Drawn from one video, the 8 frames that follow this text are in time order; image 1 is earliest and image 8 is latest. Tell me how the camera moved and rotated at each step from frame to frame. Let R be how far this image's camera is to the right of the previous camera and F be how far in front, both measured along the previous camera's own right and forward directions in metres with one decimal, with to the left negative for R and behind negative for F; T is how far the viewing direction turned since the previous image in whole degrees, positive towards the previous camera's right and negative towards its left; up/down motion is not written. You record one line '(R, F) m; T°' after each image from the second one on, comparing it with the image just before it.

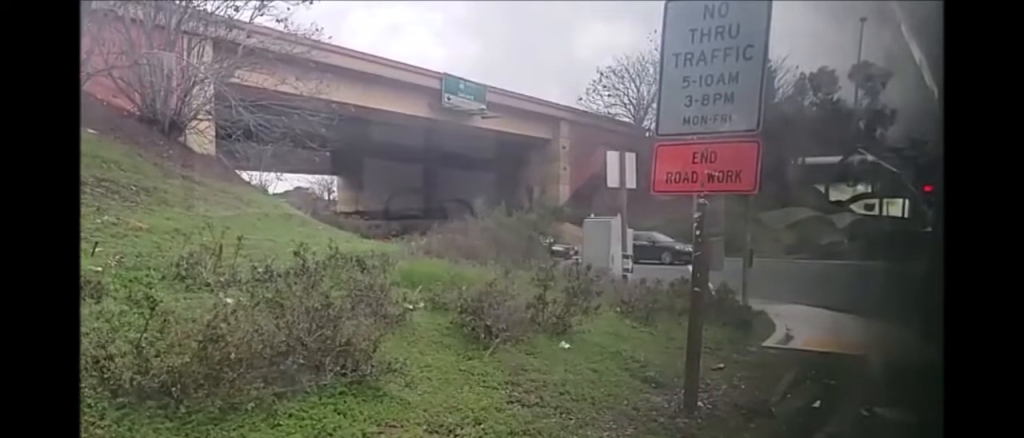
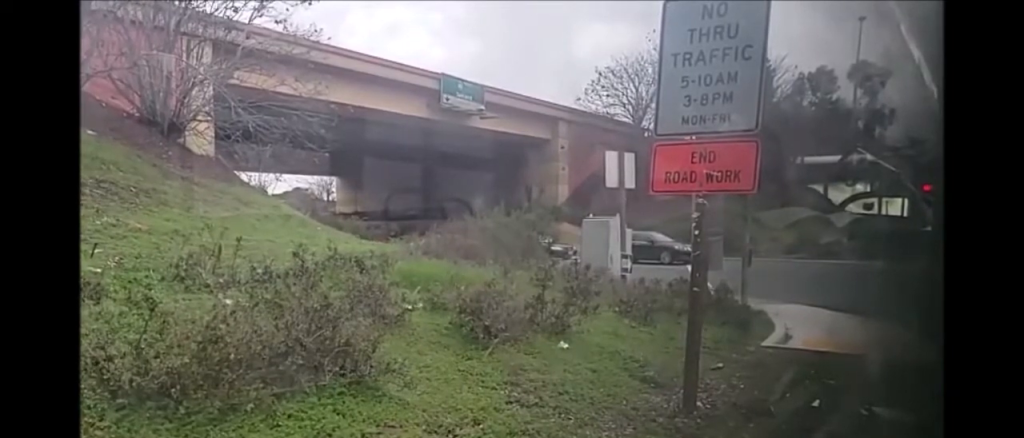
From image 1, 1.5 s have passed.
(0.0, 0.0) m; 0°
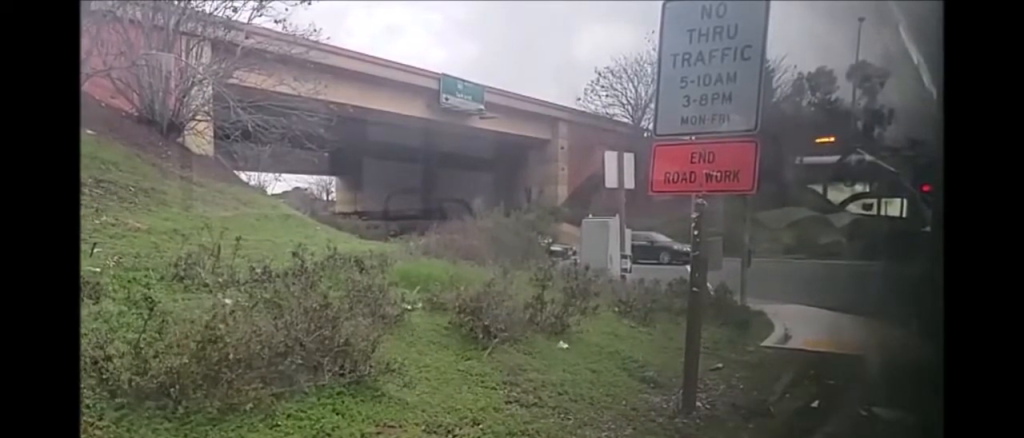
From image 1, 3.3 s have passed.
(0.0, 0.0) m; 0°
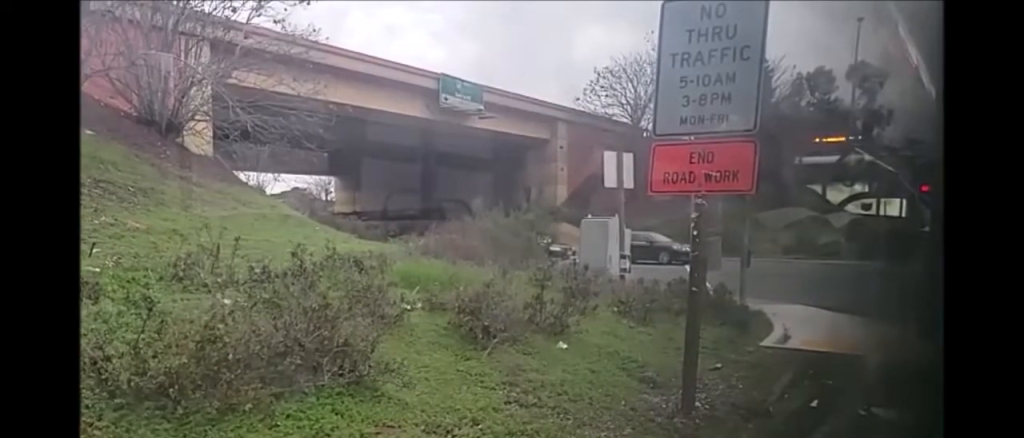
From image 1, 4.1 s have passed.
(0.0, 0.0) m; 0°
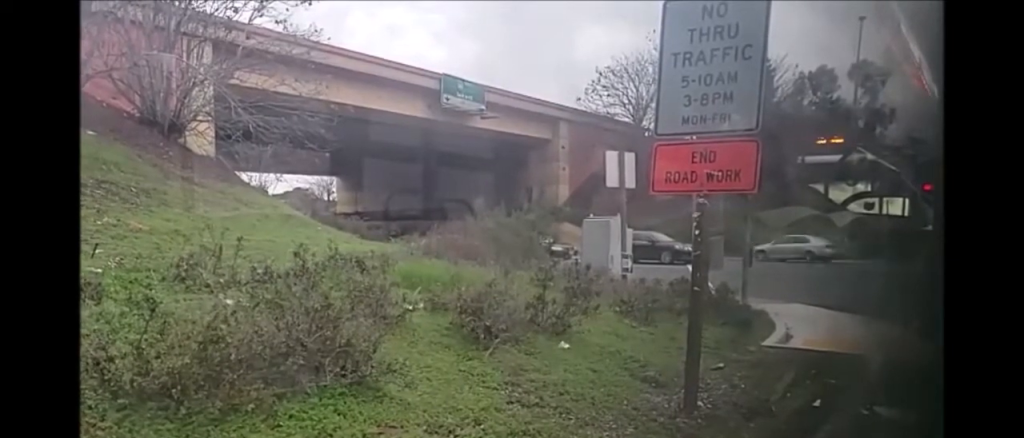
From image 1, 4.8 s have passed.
(0.0, 0.0) m; 0°
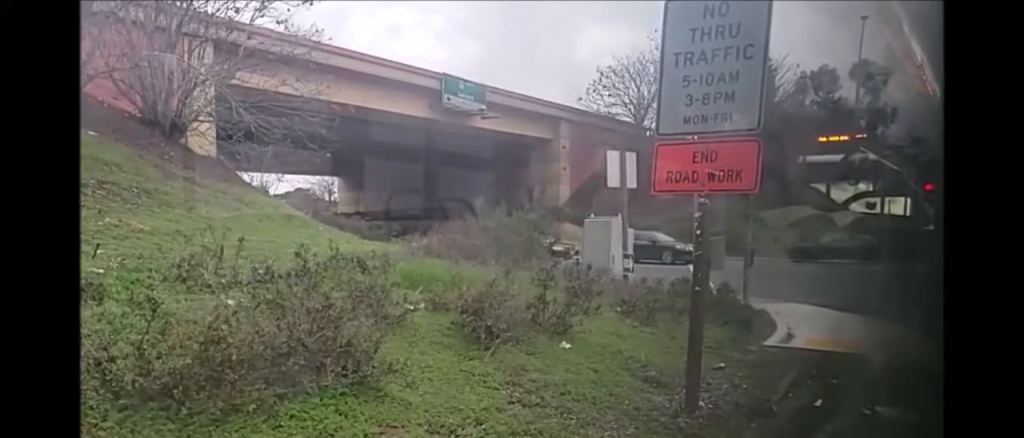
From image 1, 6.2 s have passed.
(0.0, 0.0) m; 0°
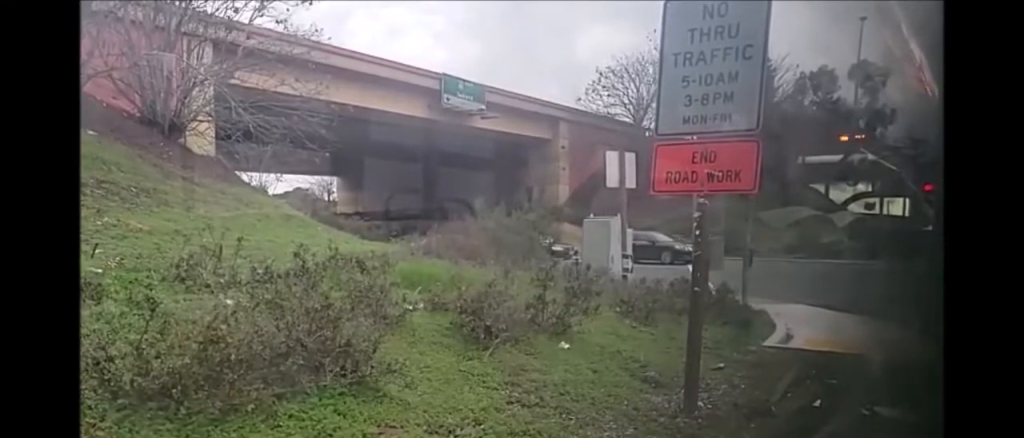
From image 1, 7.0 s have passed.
(0.0, 0.0) m; 0°
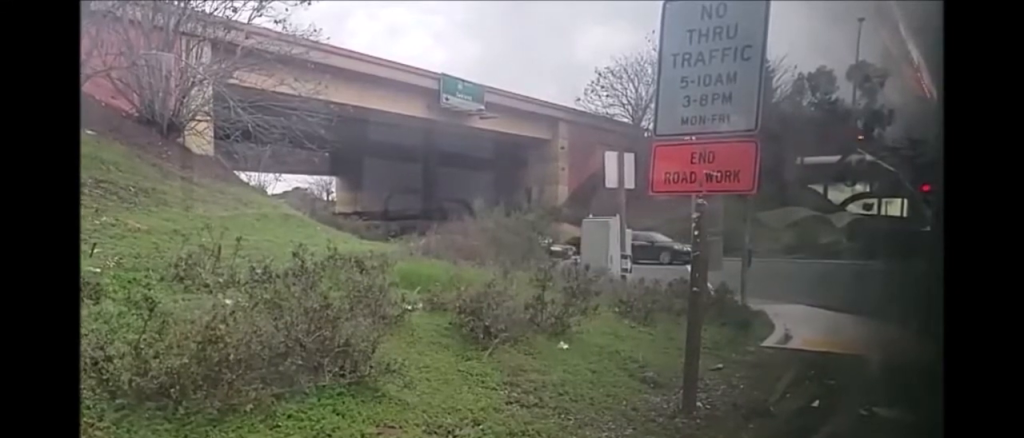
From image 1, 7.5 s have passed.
(0.0, 0.0) m; 0°
